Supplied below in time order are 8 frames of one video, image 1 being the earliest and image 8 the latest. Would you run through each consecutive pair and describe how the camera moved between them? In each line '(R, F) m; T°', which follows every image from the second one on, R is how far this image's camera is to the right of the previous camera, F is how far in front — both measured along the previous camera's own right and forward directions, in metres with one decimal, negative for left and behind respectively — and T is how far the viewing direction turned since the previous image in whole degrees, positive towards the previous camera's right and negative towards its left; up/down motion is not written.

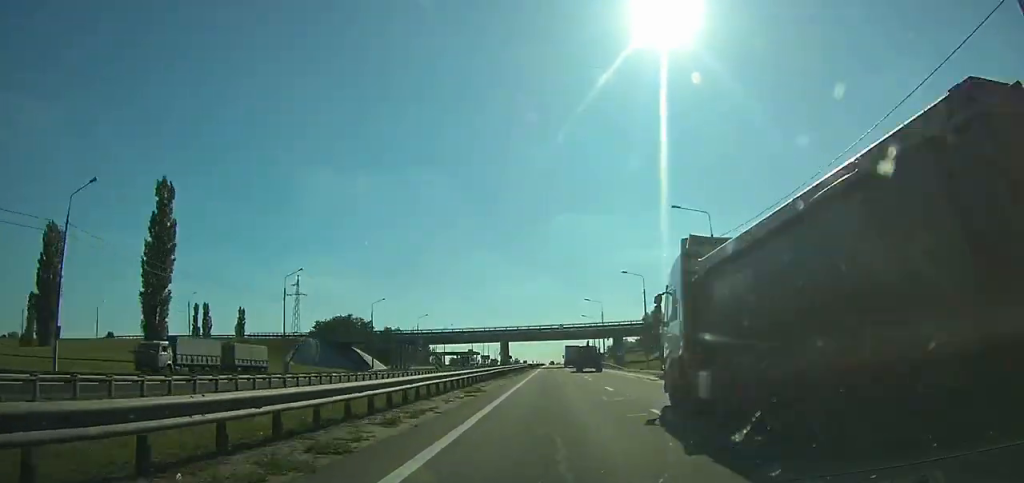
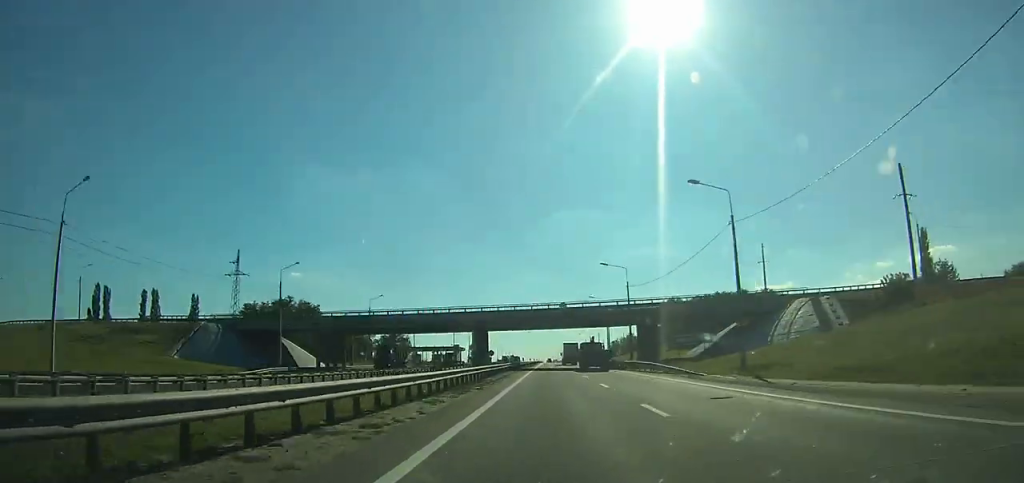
(+0.1, +32.7) m; 0°
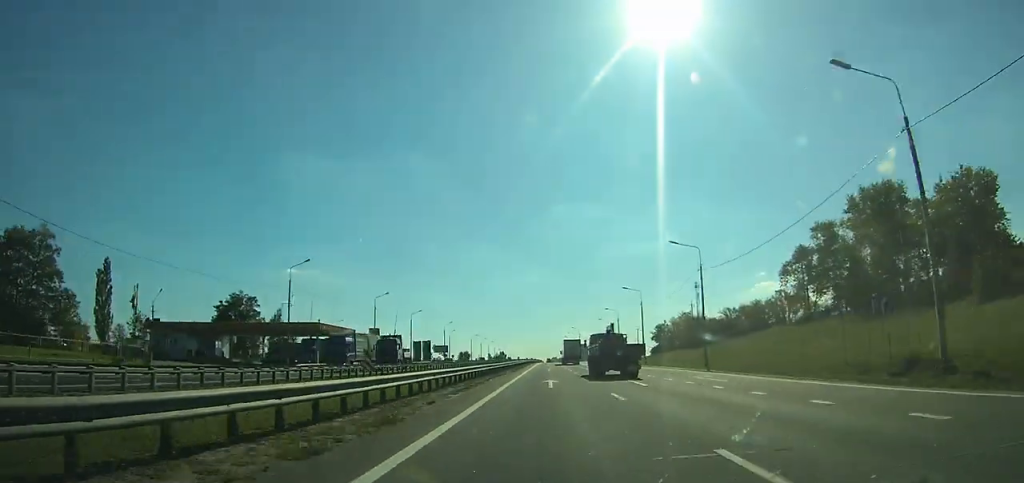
(-0.2, +116.1) m; 0°
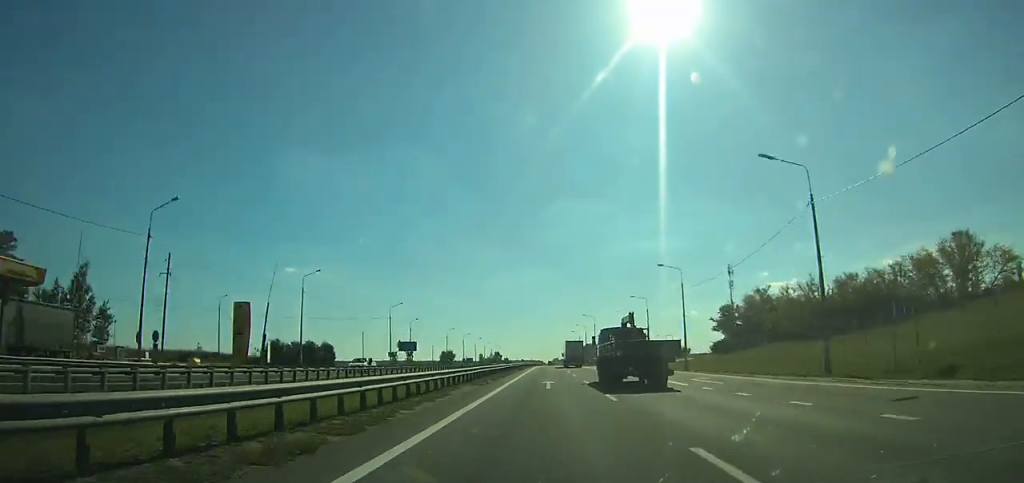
(0.0, +63.3) m; 0°
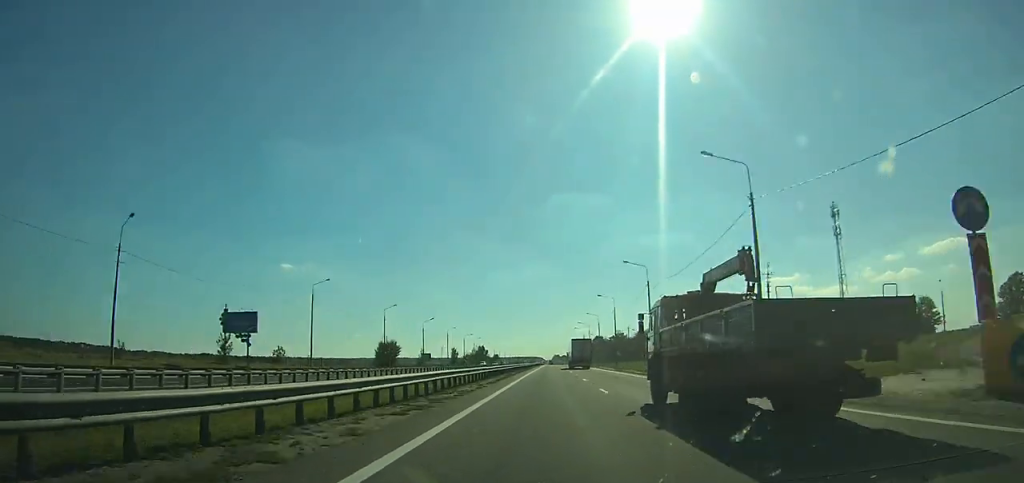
(+0.2, +107.7) m; 0°
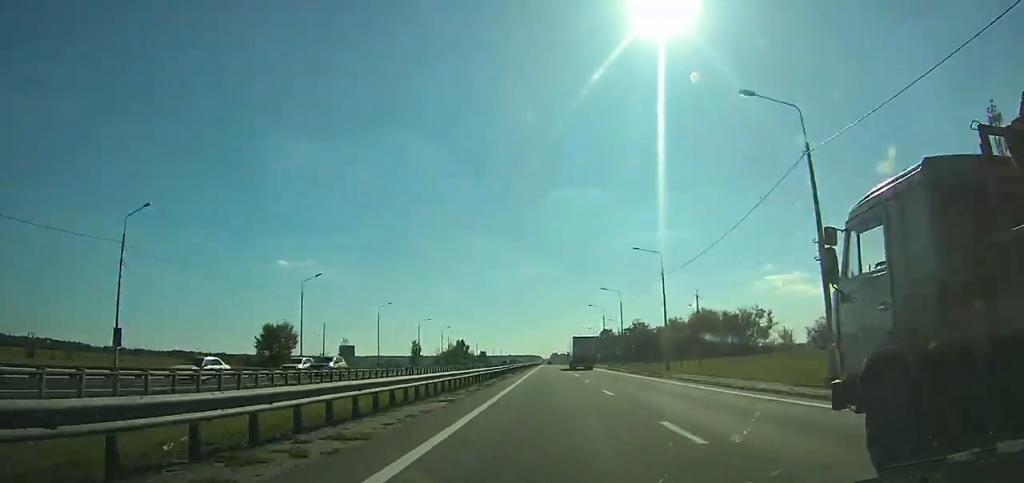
(0.0, +71.9) m; 0°
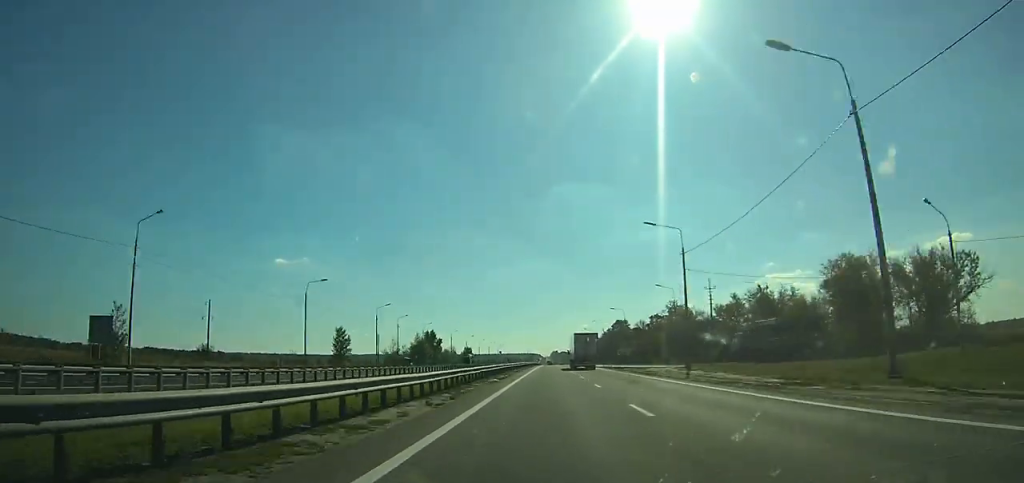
(0.0, +66.6) m; 0°
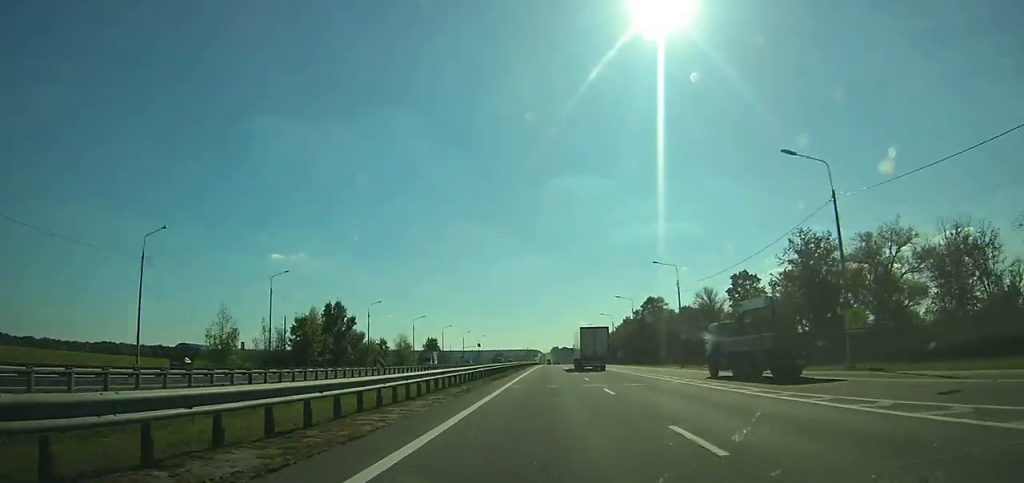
(+0.1, +90.7) m; 0°
